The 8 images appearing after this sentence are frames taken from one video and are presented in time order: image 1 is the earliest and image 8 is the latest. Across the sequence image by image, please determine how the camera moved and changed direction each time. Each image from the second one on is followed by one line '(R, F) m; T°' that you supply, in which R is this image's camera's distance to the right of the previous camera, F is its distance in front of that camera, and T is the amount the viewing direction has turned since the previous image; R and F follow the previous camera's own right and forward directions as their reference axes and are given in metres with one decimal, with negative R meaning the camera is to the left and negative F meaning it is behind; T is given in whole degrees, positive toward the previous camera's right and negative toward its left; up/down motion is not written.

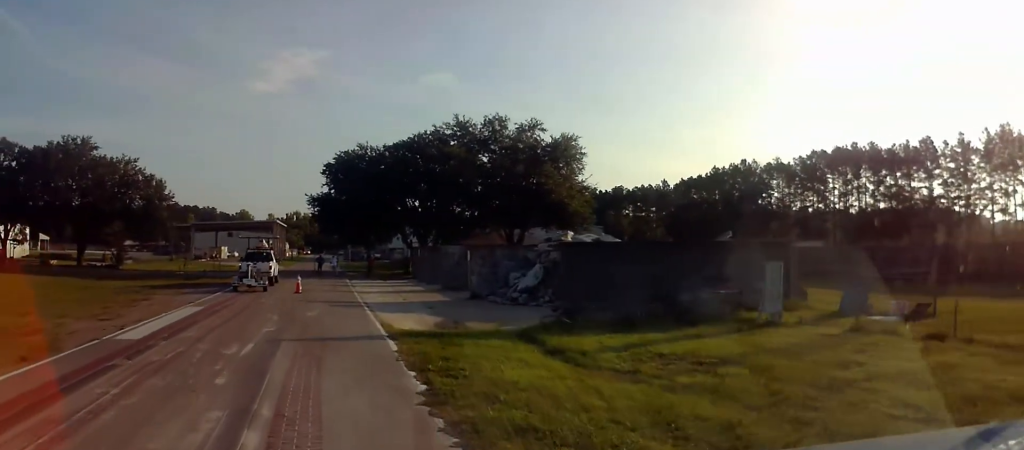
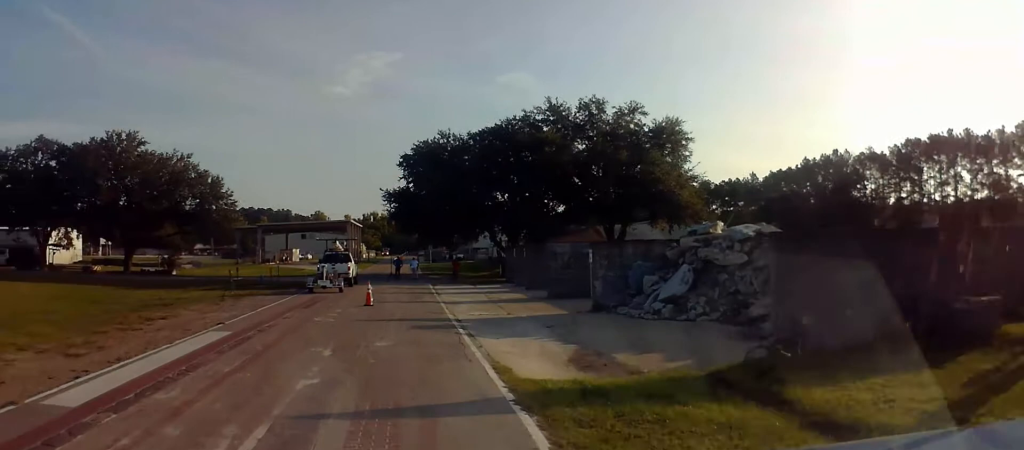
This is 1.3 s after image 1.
(-0.5, +7.2) m; -10°
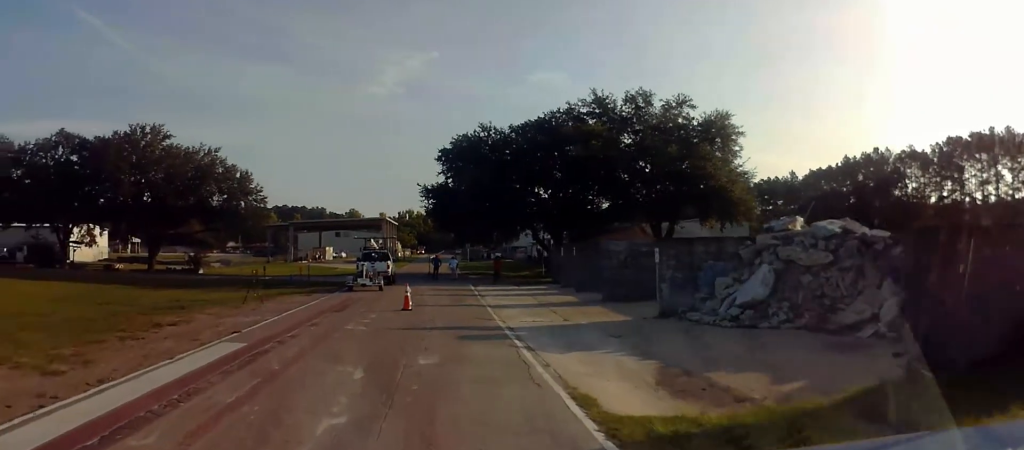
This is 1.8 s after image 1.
(-0.2, +2.7) m; -4°
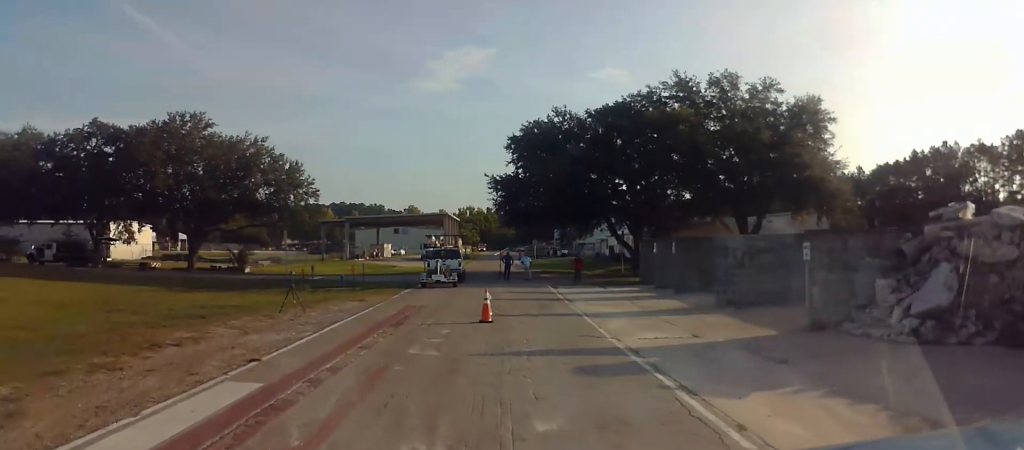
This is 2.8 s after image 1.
(0.0, +5.1) m; -3°
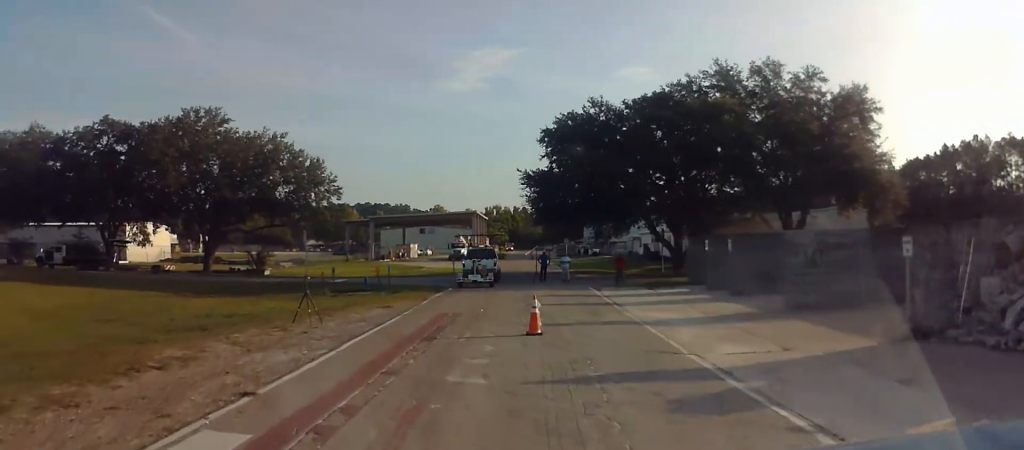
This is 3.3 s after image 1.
(-0.1, +2.8) m; -1°
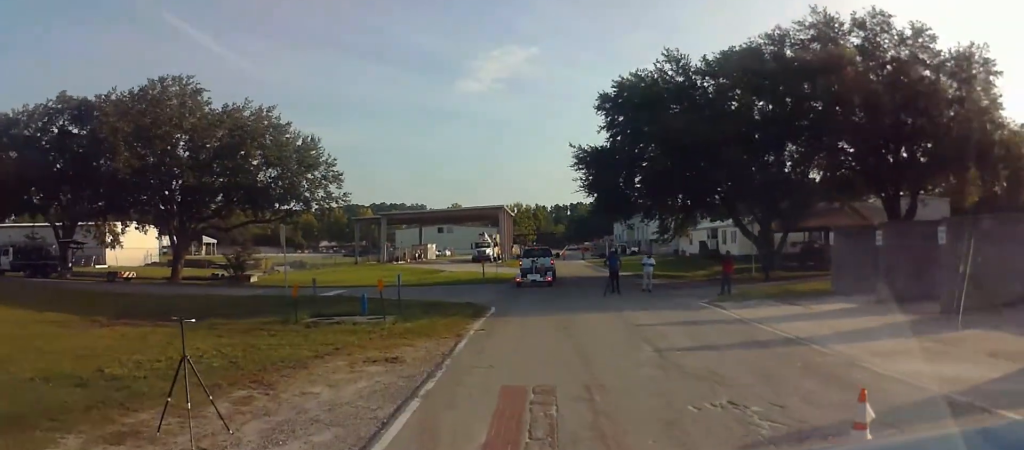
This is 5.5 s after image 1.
(-0.2, +11.7) m; +2°
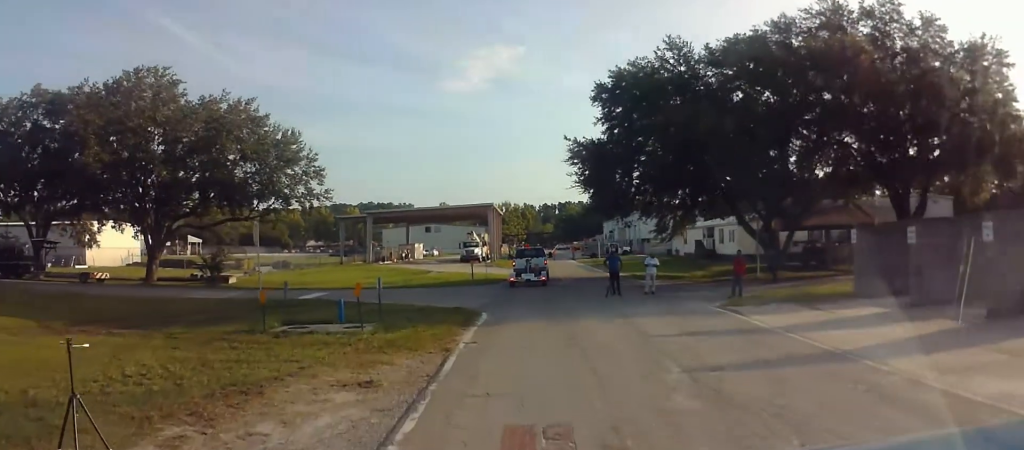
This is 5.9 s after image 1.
(-0.1, +2.3) m; +2°
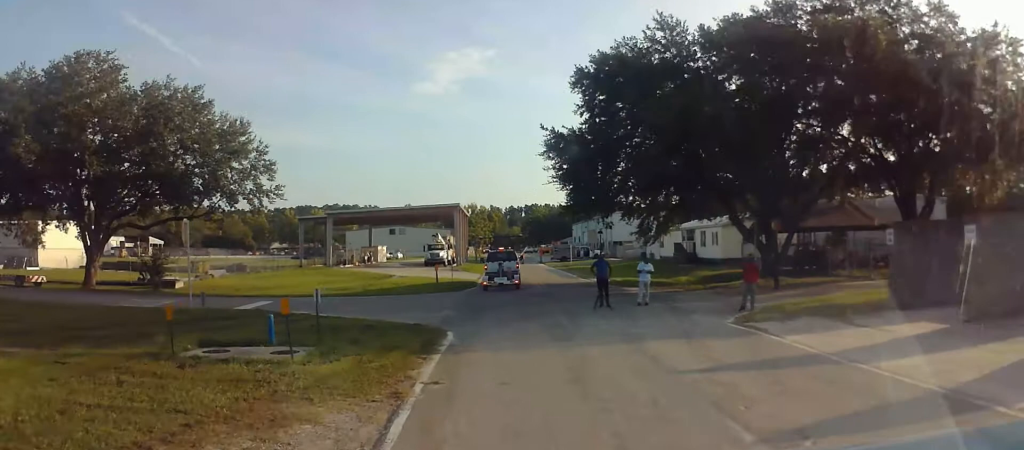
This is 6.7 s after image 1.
(+0.3, +3.9) m; +4°
